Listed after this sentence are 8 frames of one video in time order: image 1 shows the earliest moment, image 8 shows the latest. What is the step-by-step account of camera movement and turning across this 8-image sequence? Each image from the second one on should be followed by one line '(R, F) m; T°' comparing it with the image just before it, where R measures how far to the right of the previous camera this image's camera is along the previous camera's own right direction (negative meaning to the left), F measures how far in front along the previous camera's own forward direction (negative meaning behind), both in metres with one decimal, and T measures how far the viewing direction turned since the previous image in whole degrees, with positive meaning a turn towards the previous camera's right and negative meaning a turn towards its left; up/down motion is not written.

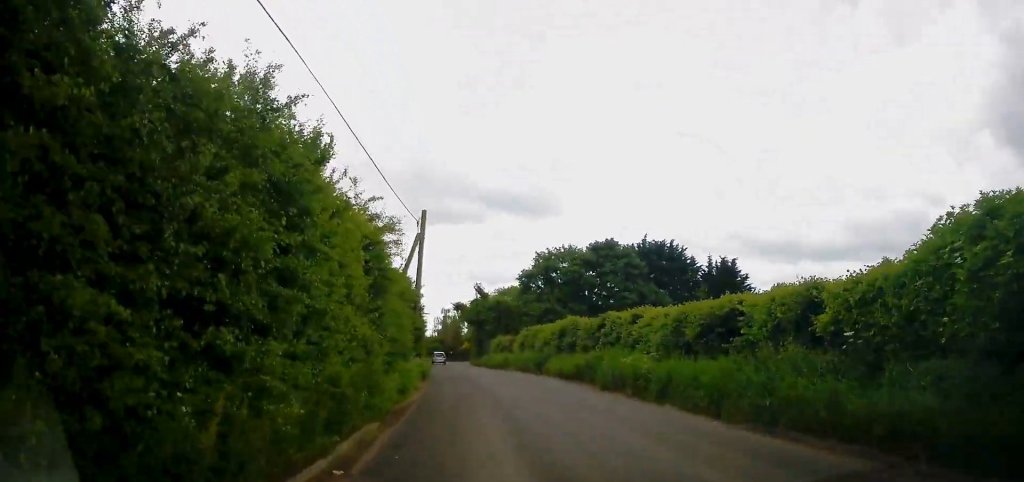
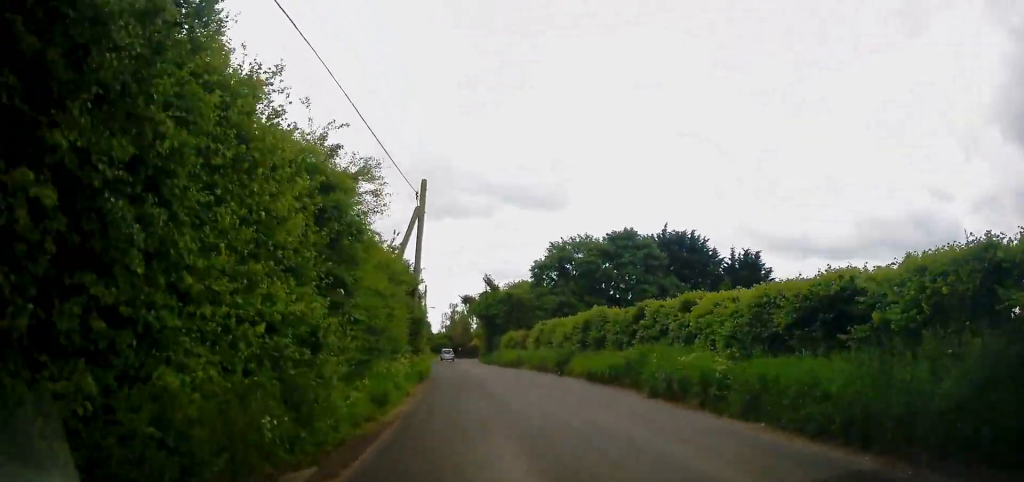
(0.0, +4.4) m; -1°
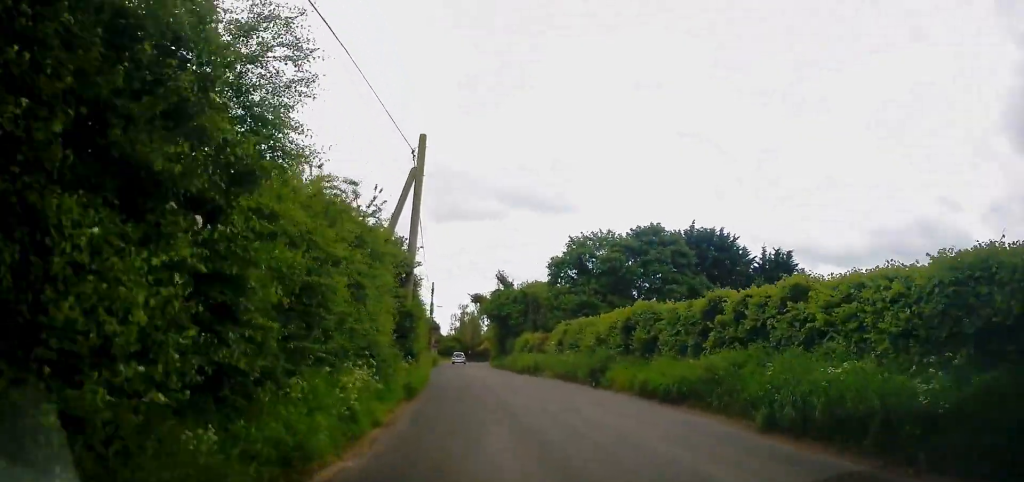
(+0.1, +5.5) m; -1°
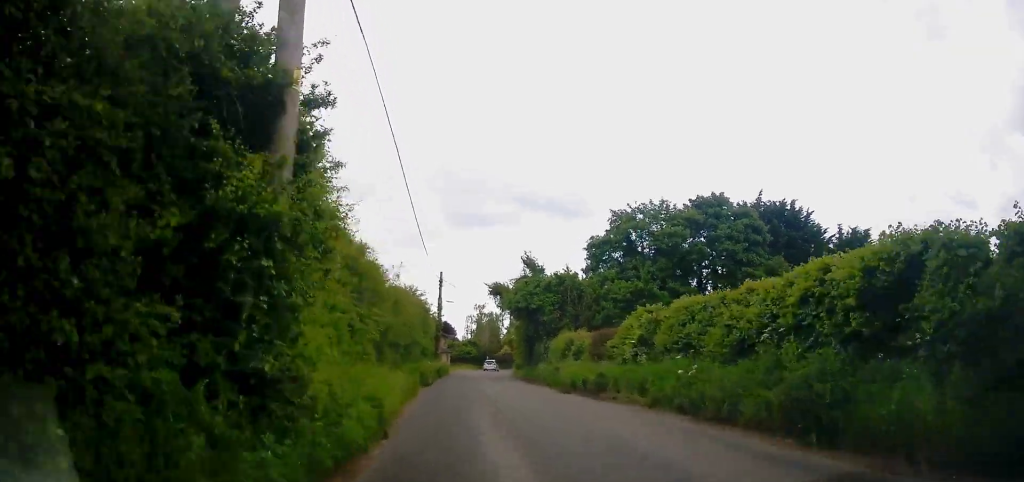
(-0.4, +12.8) m; -2°
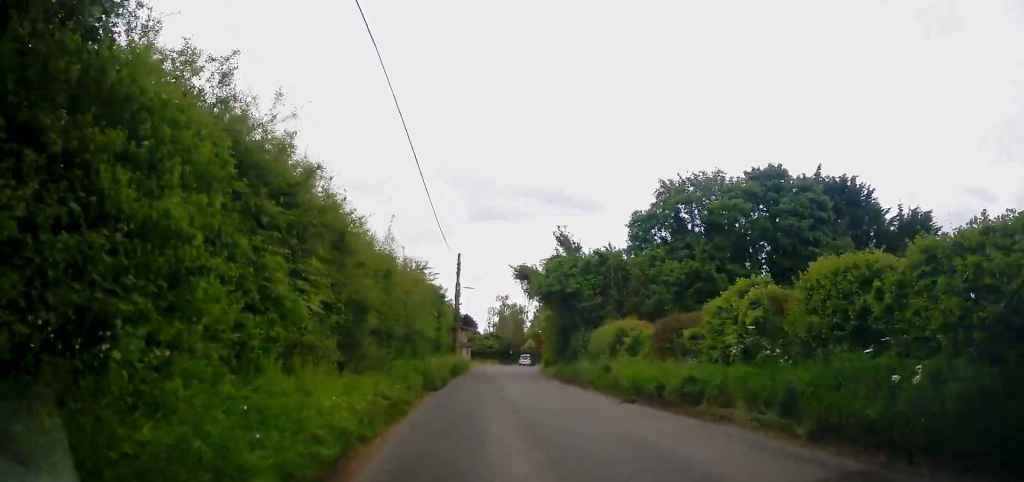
(0.0, +6.7) m; -2°
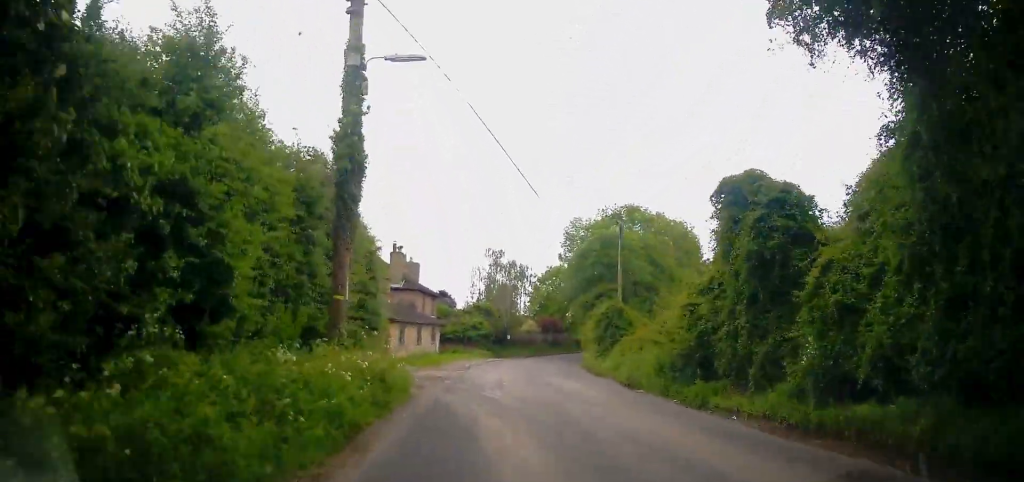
(-0.2, +34.1) m; +1°
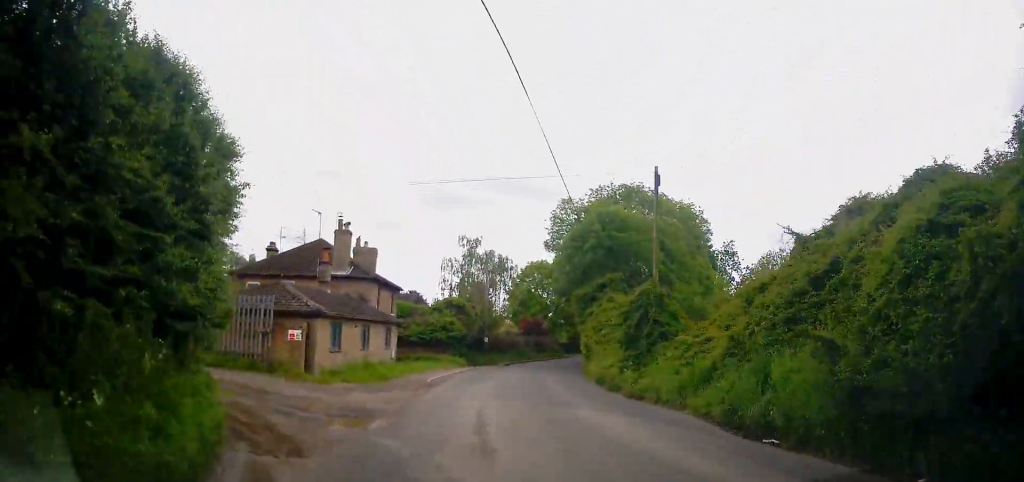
(0.0, +9.5) m; +1°
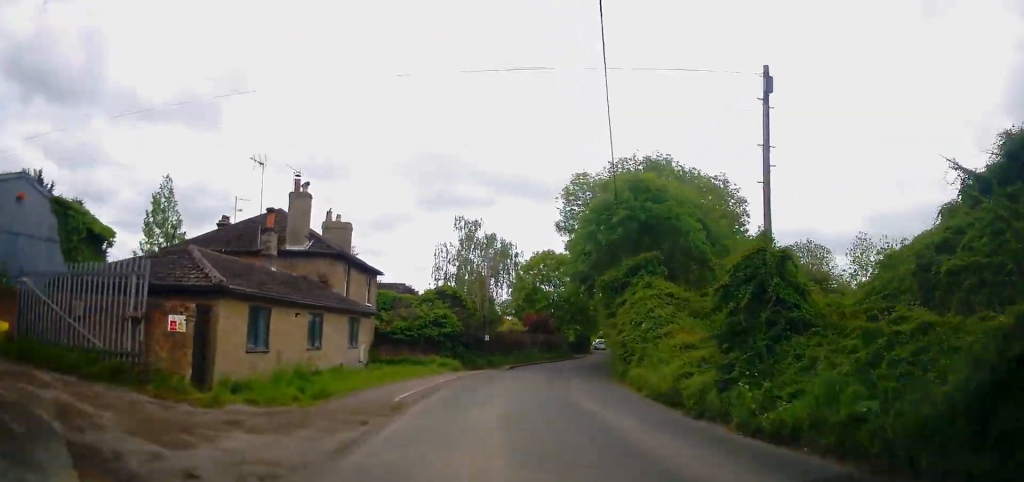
(-0.2, +7.8) m; +2°
